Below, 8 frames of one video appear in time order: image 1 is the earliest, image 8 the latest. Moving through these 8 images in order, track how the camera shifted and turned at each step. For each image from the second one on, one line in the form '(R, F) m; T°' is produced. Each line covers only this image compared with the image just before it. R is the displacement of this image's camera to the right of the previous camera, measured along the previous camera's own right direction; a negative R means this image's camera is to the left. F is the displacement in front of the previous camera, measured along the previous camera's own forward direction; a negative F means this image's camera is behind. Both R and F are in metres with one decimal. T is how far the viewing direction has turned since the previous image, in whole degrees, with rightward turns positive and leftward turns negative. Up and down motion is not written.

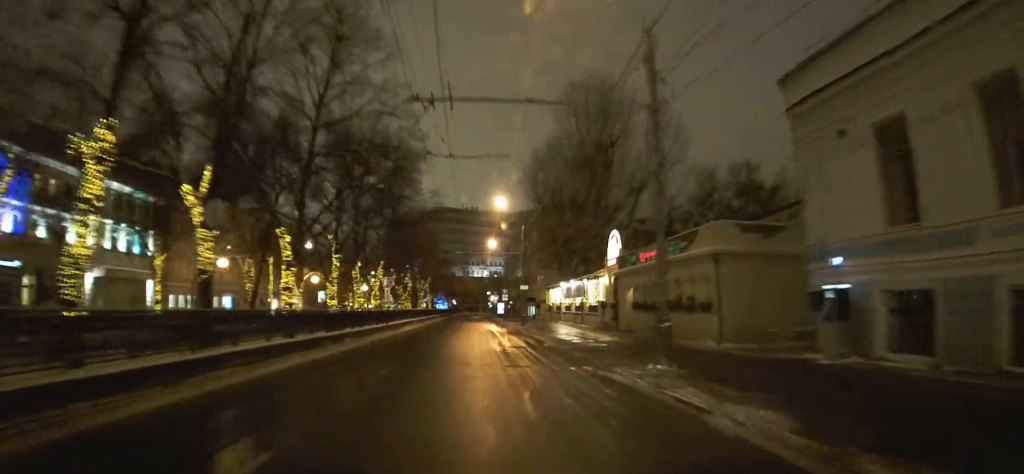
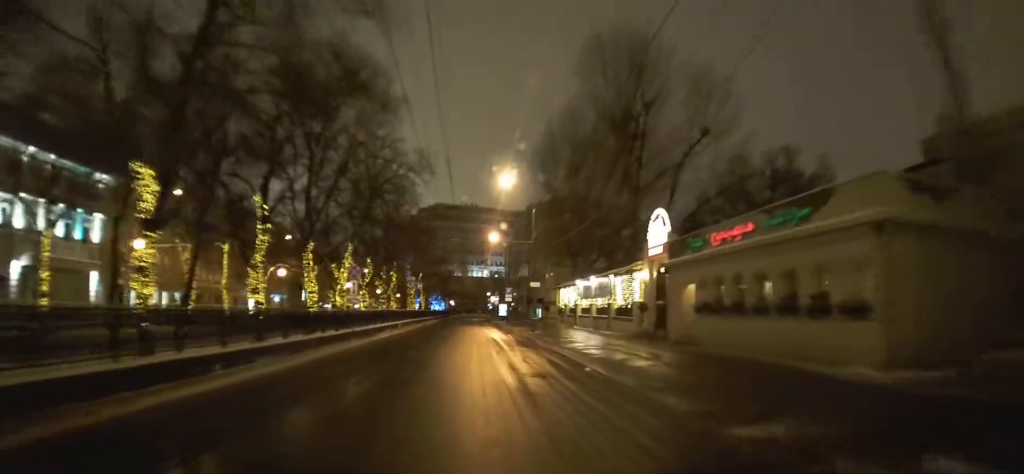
(+0.1, +5.7) m; +1°
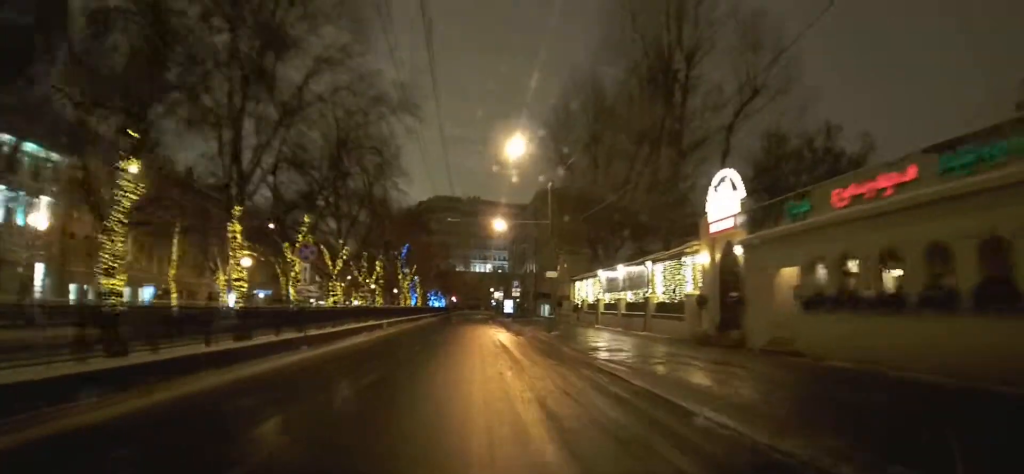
(0.0, +4.6) m; 0°
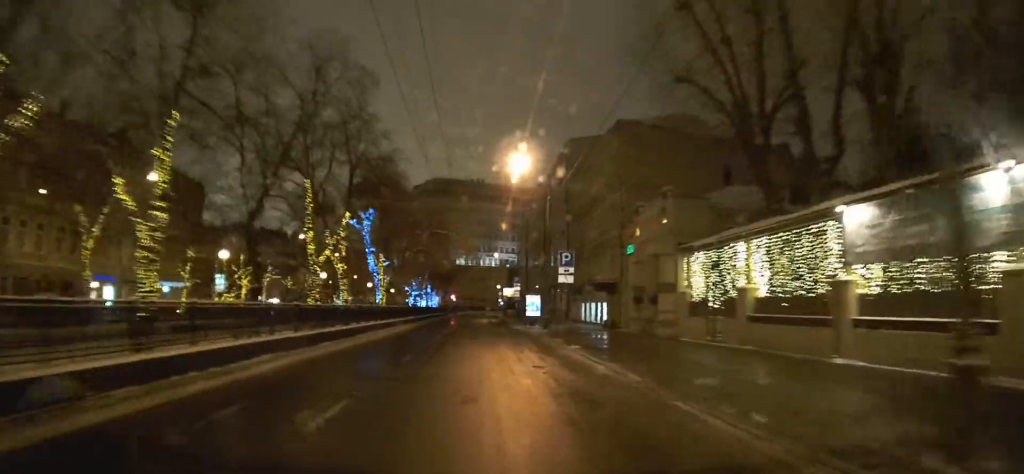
(-0.4, +16.7) m; -1°
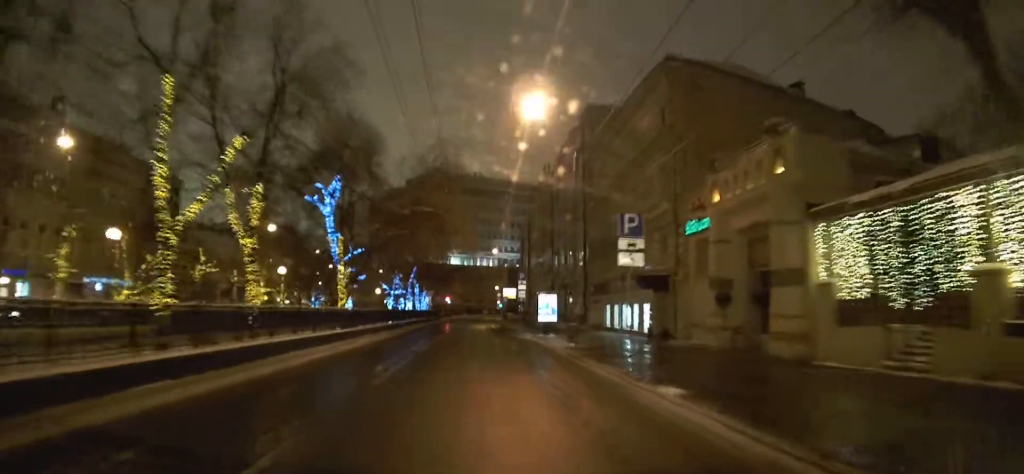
(+0.1, +6.6) m; 0°
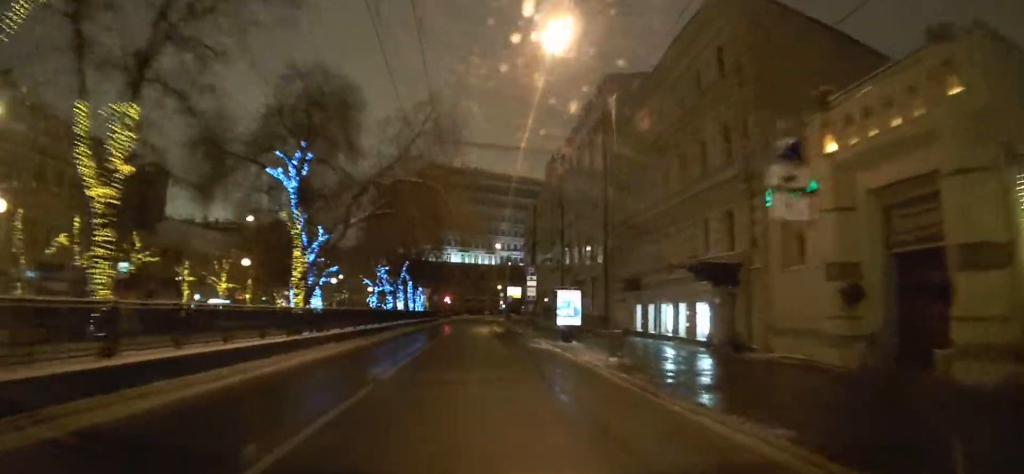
(-0.1, +4.7) m; 0°
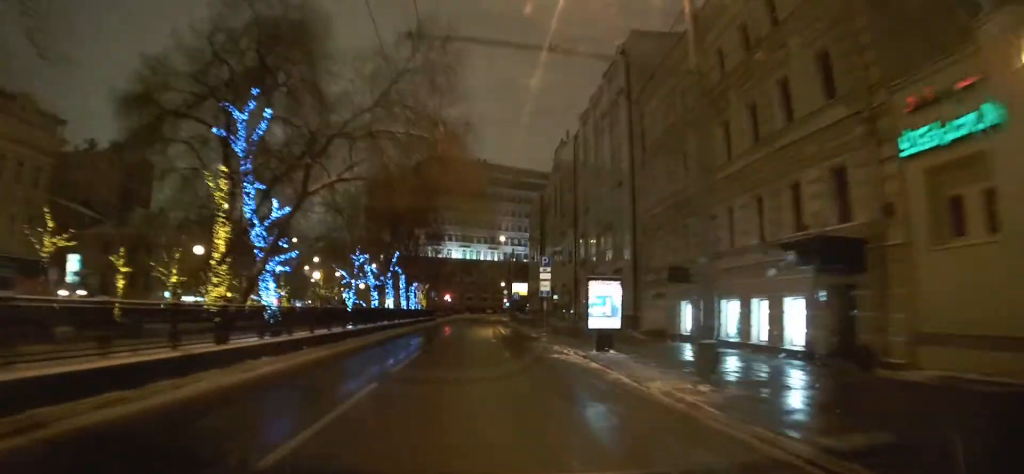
(0.0, +4.4) m; 0°
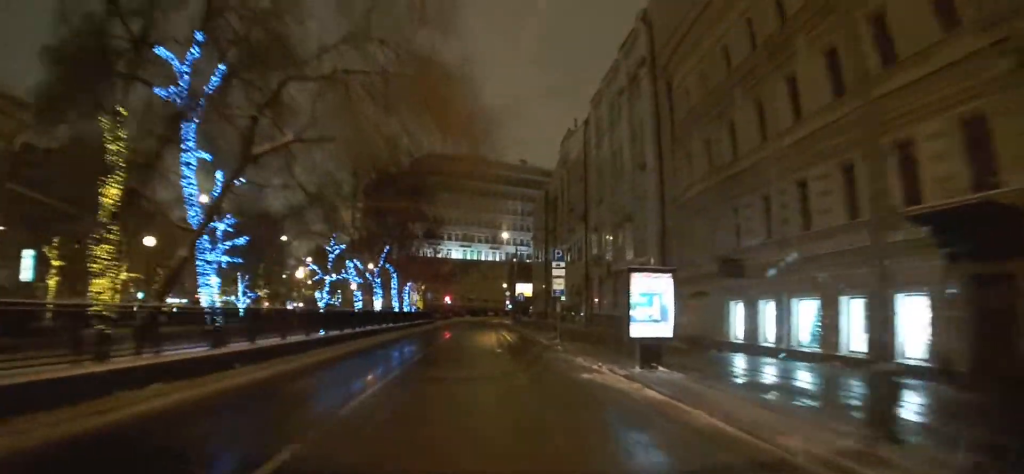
(0.0, +3.3) m; 0°
